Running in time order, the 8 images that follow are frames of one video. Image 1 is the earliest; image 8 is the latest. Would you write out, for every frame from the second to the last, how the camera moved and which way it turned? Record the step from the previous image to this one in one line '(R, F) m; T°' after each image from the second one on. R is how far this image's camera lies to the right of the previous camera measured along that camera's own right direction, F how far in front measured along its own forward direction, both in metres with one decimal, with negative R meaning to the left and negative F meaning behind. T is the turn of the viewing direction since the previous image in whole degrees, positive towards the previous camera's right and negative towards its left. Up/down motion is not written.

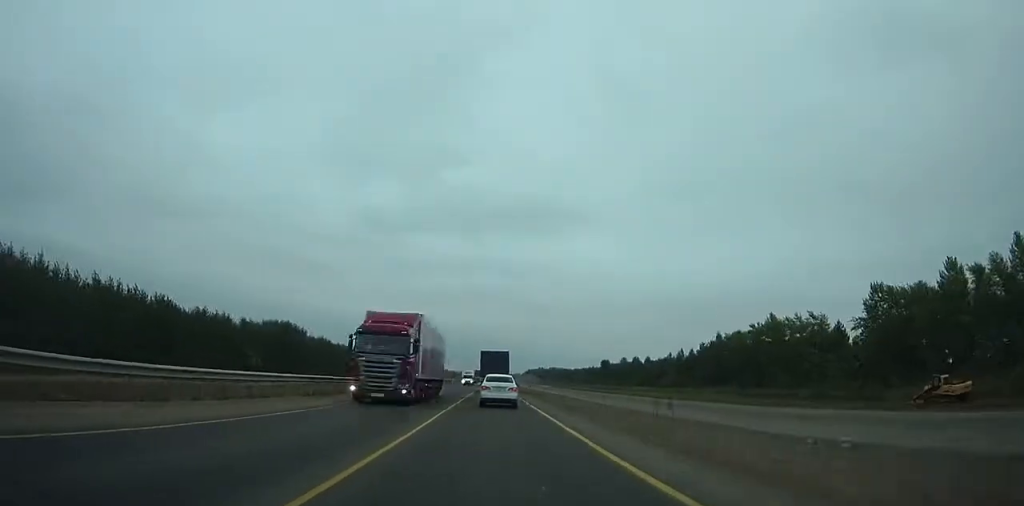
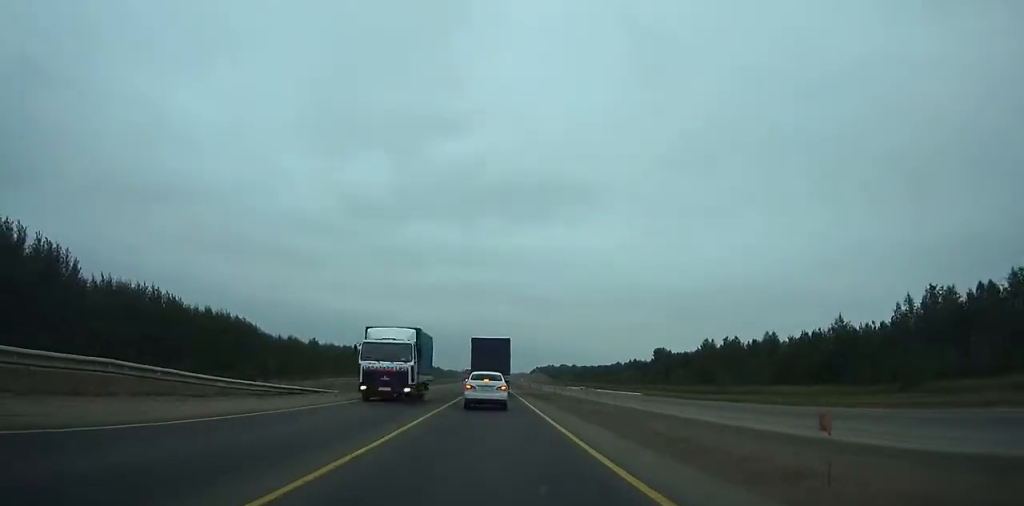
(+0.4, +112.4) m; 0°
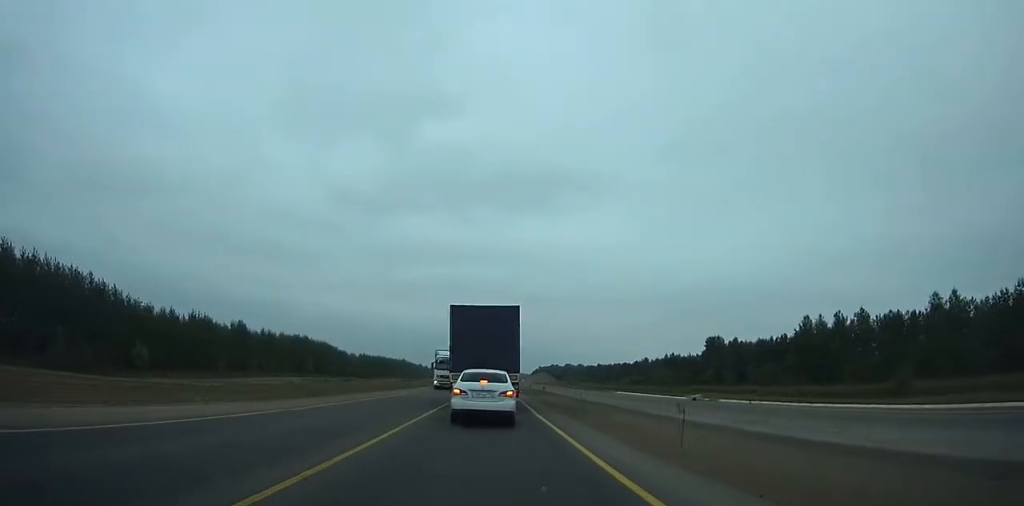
(0.0, +68.1) m; 0°
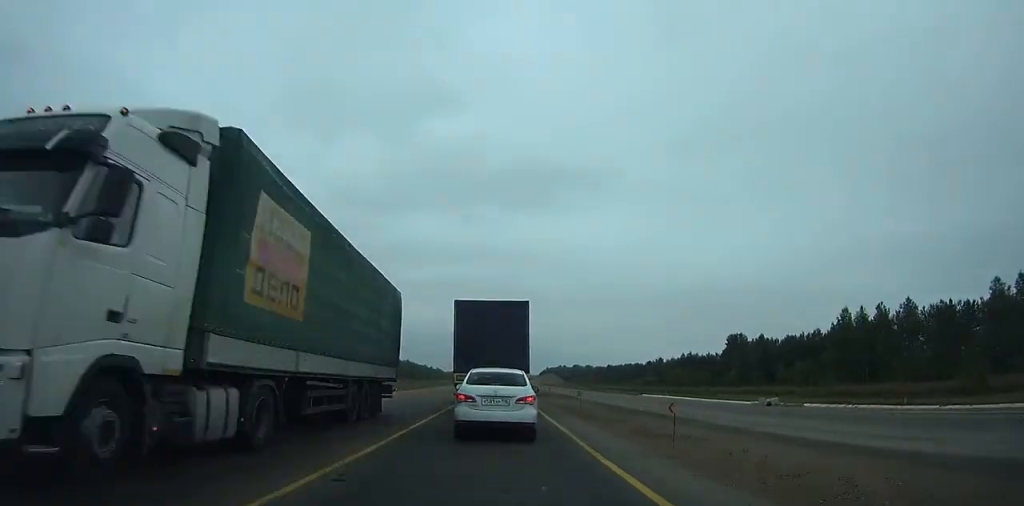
(+0.2, +19.3) m; -1°
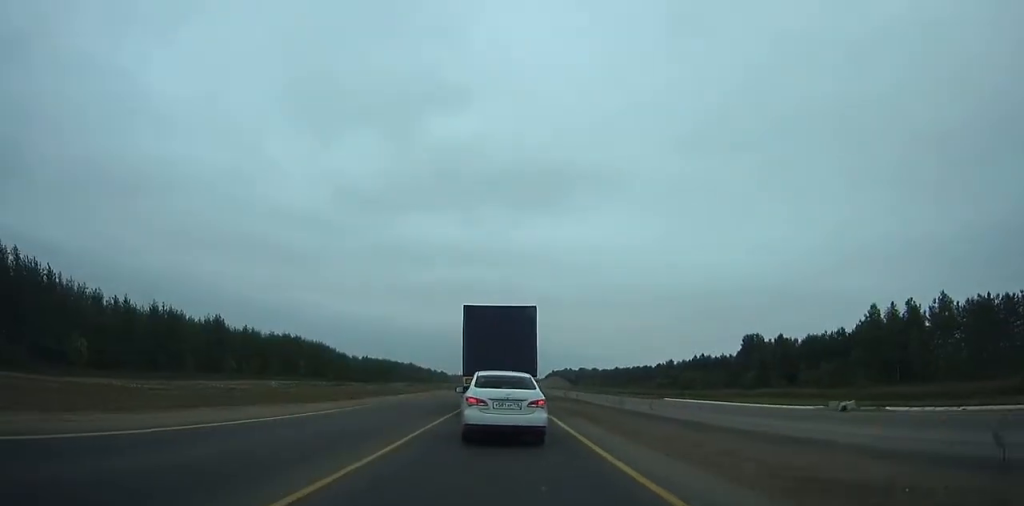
(-0.3, +9.7) m; 0°
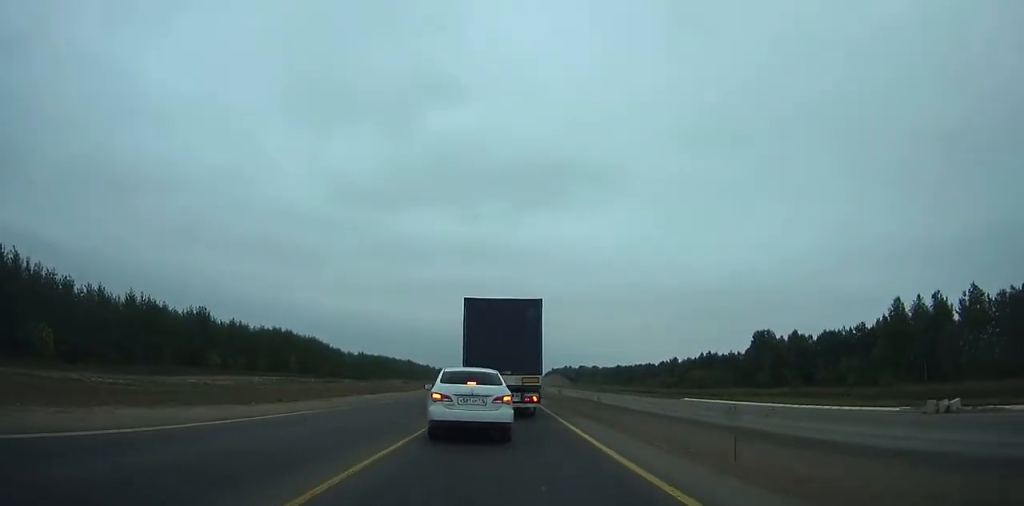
(-0.2, +8.2) m; 0°
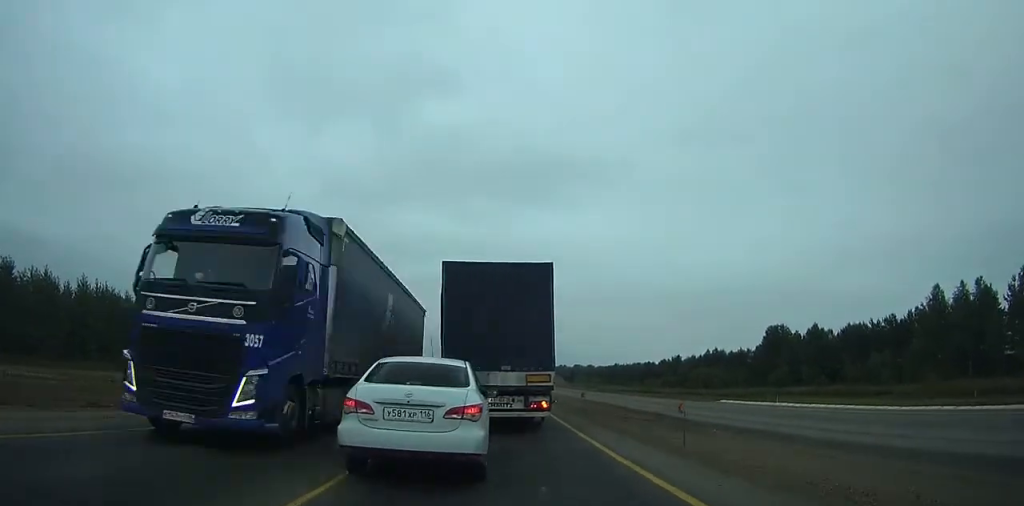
(+0.3, +11.2) m; -1°
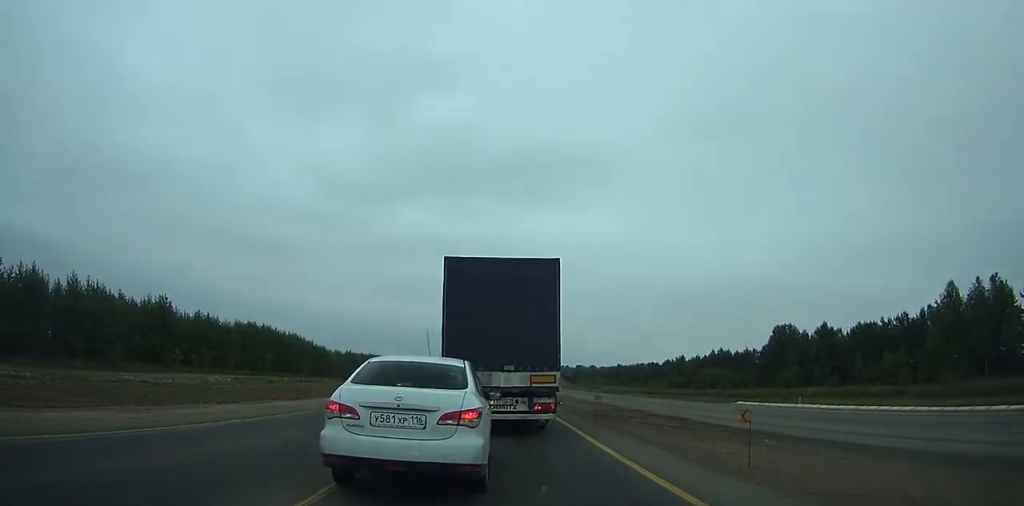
(-0.4, +3.9) m; -2°
